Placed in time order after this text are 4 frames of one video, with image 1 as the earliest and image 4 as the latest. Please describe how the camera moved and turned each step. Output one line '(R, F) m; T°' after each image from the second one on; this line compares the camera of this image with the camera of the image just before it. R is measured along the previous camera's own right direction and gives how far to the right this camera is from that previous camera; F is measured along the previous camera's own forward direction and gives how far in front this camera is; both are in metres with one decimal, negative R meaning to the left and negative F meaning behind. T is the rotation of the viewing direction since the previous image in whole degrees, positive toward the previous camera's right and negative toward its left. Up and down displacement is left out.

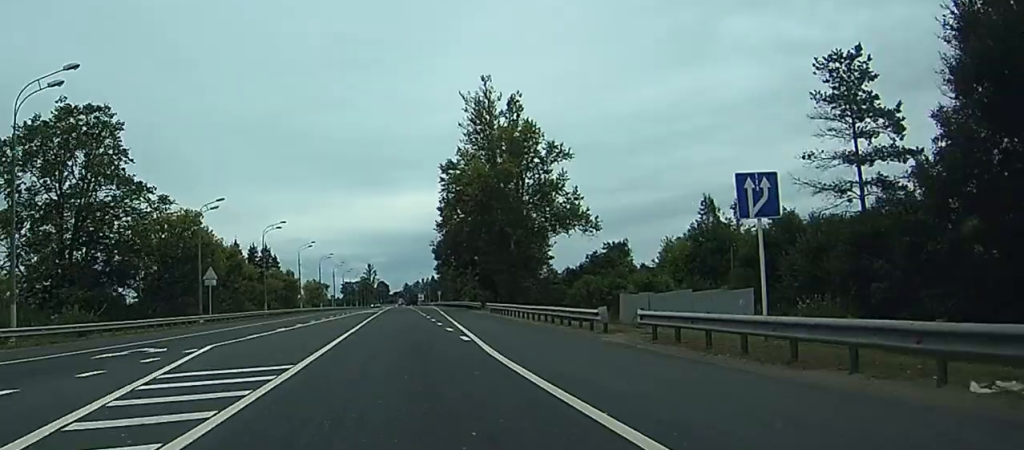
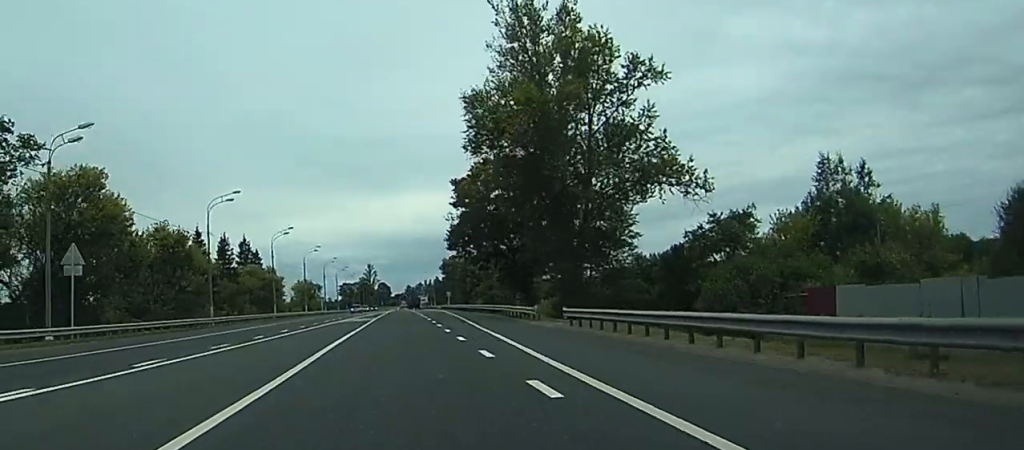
(-0.1, +30.6) m; 0°
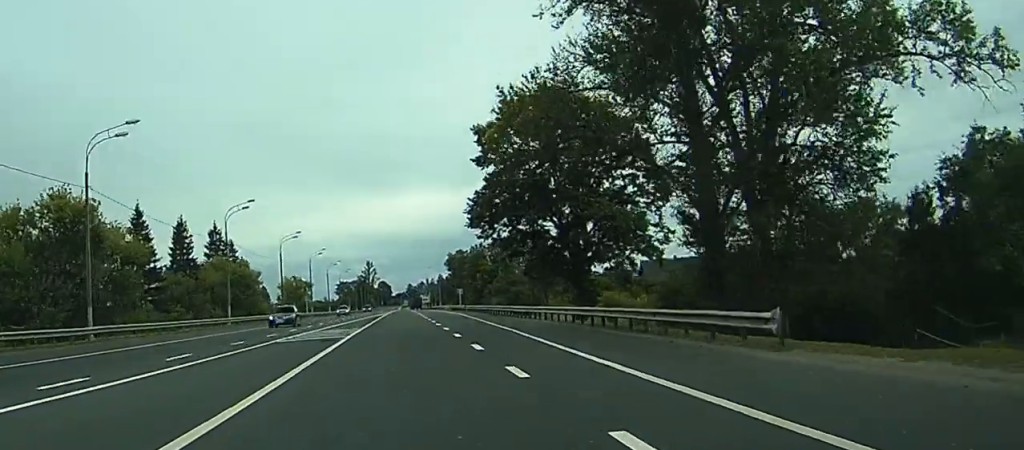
(-0.1, +28.9) m; 0°
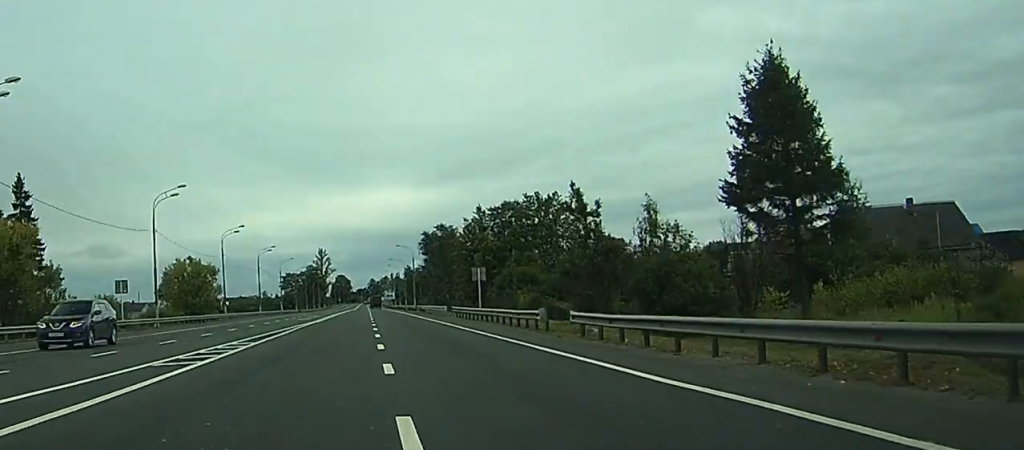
(+1.5, +77.2) m; +2°
